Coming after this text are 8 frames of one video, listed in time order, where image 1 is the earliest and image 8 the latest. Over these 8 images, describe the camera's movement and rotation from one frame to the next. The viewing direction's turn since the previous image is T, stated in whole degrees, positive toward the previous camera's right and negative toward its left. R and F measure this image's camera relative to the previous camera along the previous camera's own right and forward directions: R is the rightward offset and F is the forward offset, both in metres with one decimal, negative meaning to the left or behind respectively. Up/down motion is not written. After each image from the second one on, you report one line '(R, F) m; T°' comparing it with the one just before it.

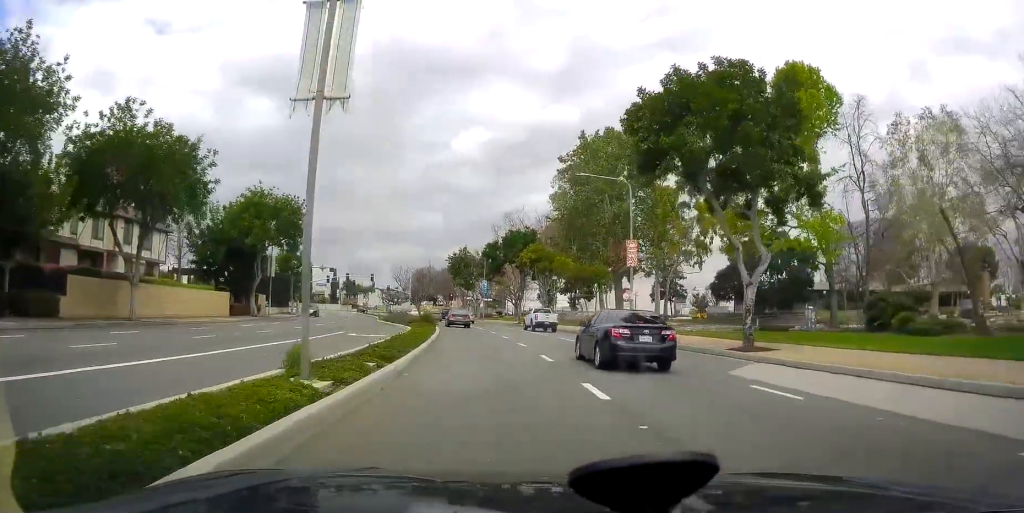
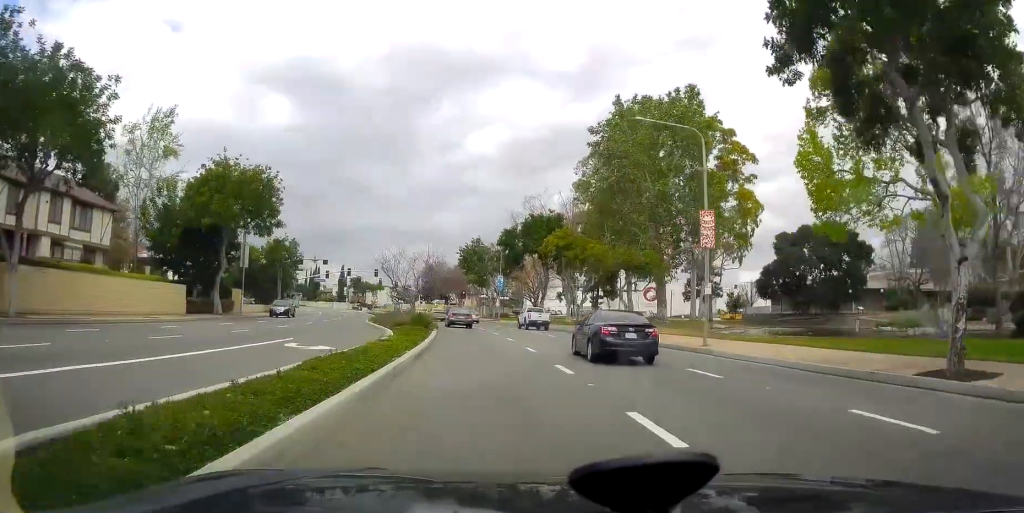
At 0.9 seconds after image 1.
(-0.7, +10.8) m; -3°
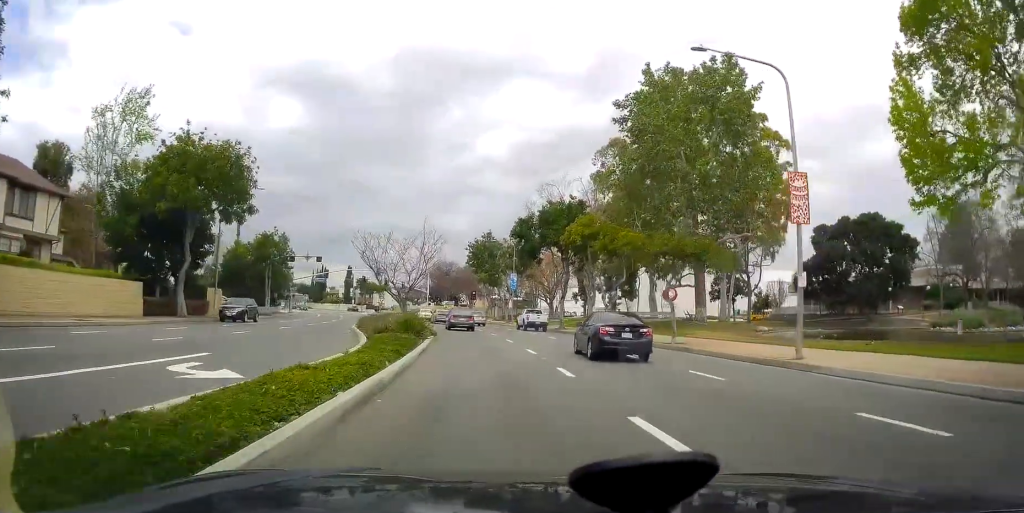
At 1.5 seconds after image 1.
(-0.1, +7.6) m; 0°
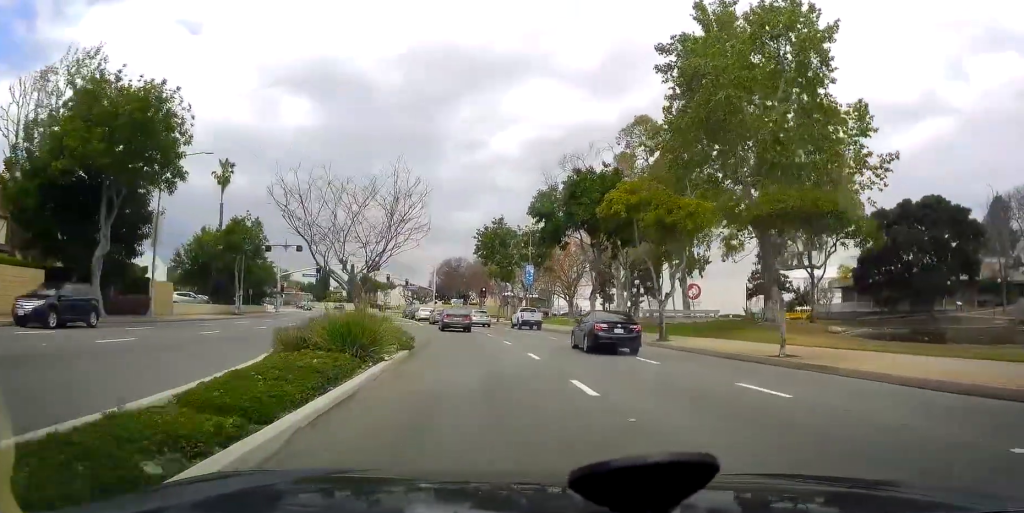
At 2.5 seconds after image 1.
(+0.2, +11.1) m; 0°
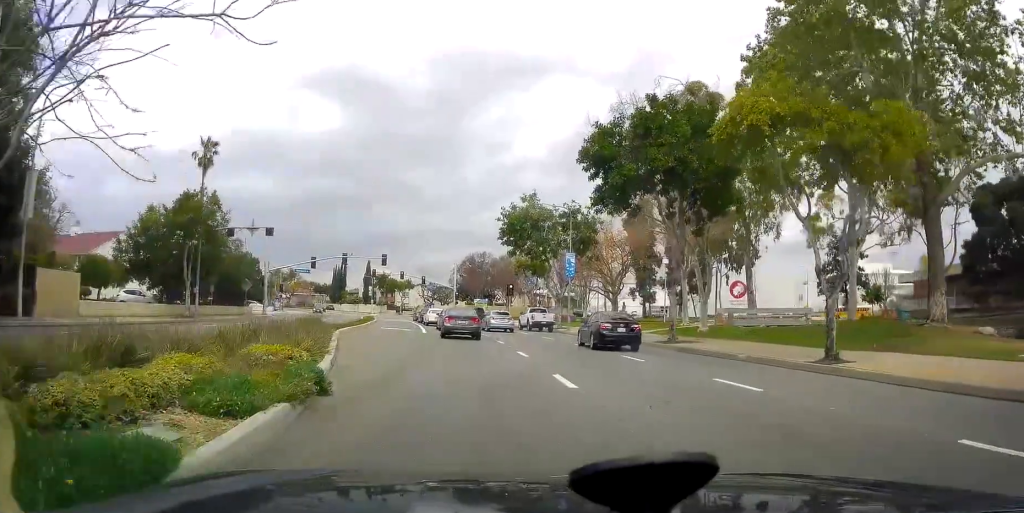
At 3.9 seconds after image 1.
(-0.5, +15.2) m; -3°
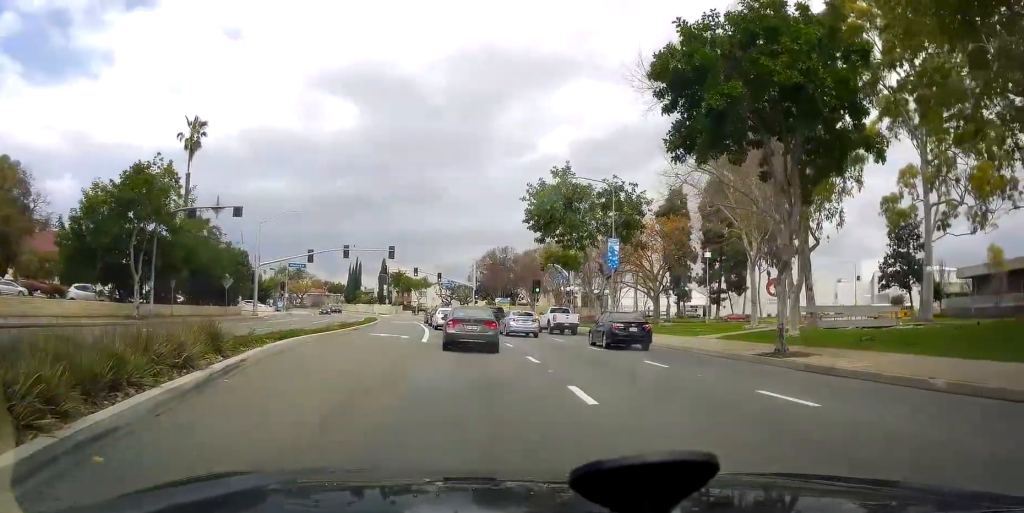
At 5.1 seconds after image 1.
(+0.1, +10.9) m; -2°
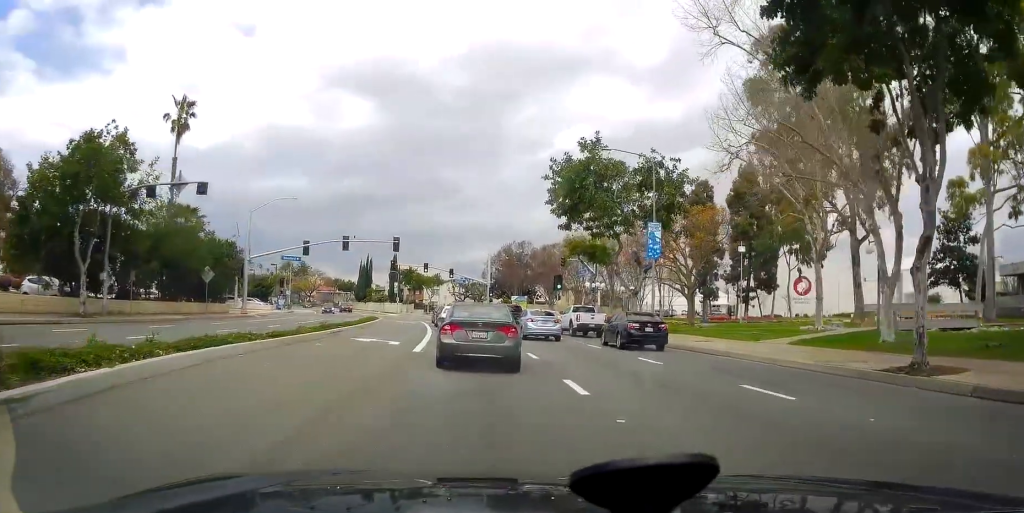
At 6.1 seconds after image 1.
(-0.5, +7.9) m; 0°
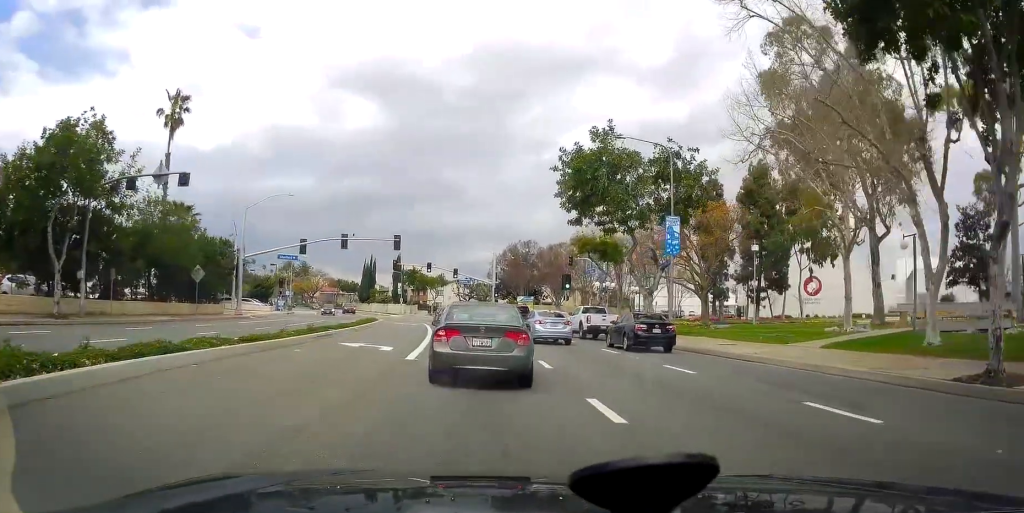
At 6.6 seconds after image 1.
(+0.2, +3.4) m; +4°
